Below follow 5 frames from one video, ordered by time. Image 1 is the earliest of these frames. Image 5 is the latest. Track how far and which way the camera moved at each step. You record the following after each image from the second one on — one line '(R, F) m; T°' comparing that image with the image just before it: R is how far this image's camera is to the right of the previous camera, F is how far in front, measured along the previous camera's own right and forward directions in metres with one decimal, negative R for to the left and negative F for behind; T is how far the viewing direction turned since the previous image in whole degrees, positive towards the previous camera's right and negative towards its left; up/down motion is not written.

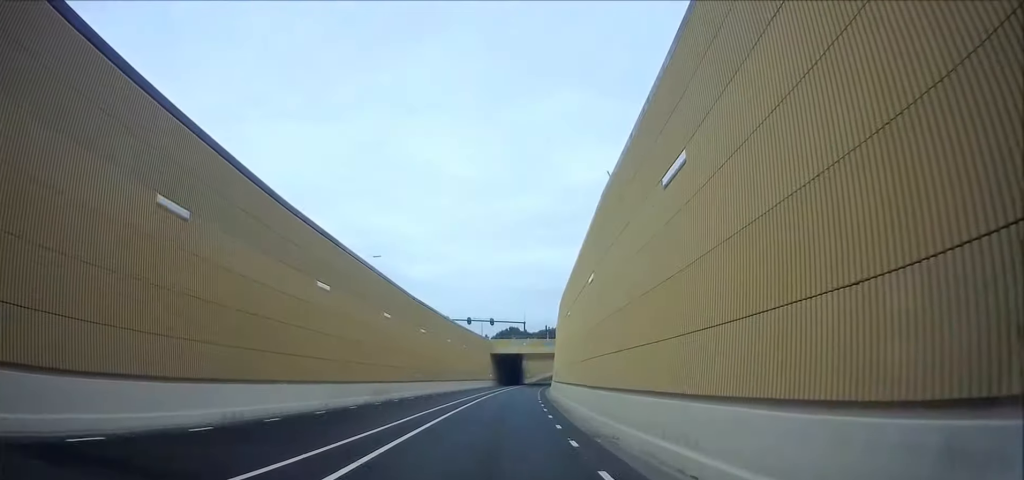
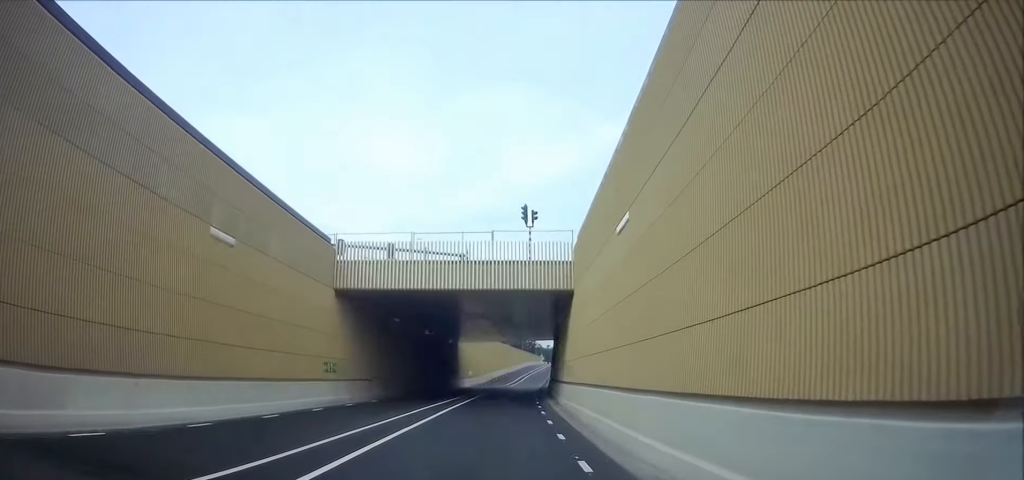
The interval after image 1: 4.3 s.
(+2.5, +66.5) m; +4°
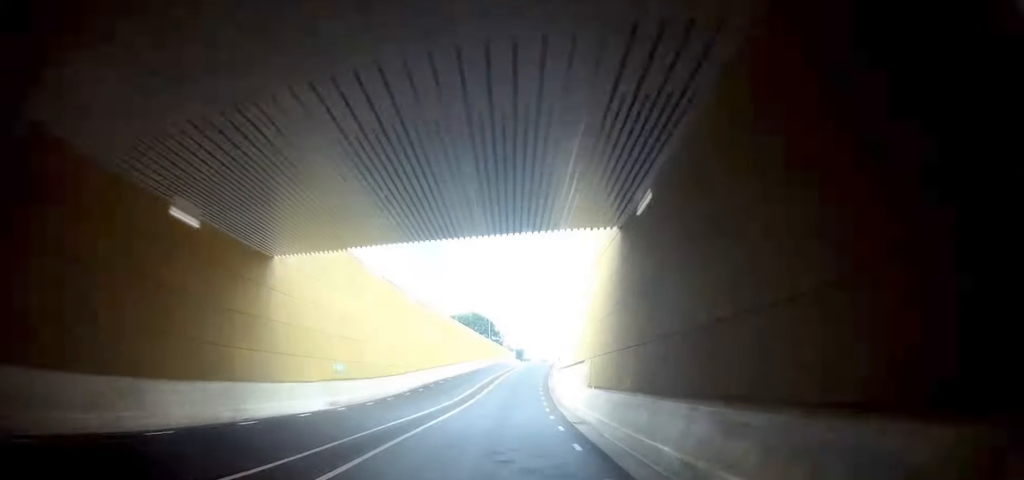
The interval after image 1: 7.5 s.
(+0.6, +48.7) m; +1°
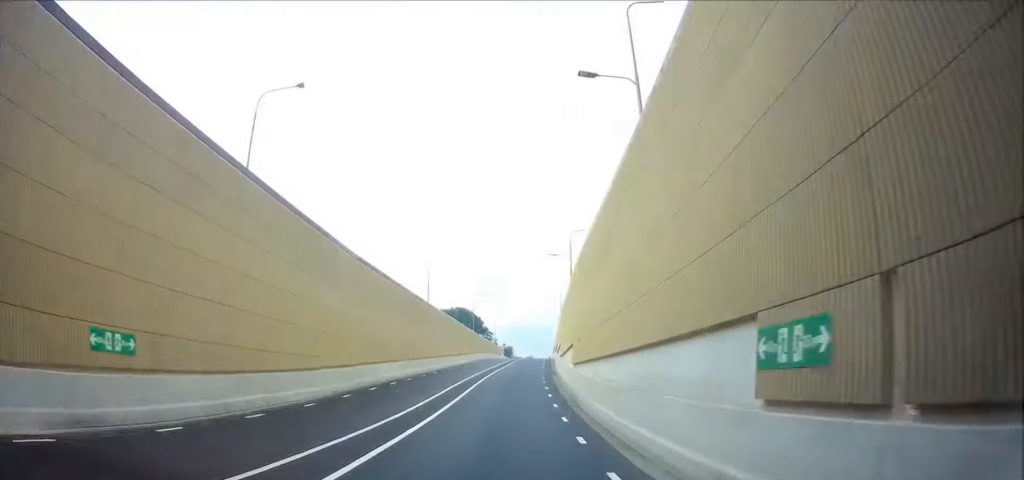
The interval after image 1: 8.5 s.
(-0.3, +15.0) m; 0°
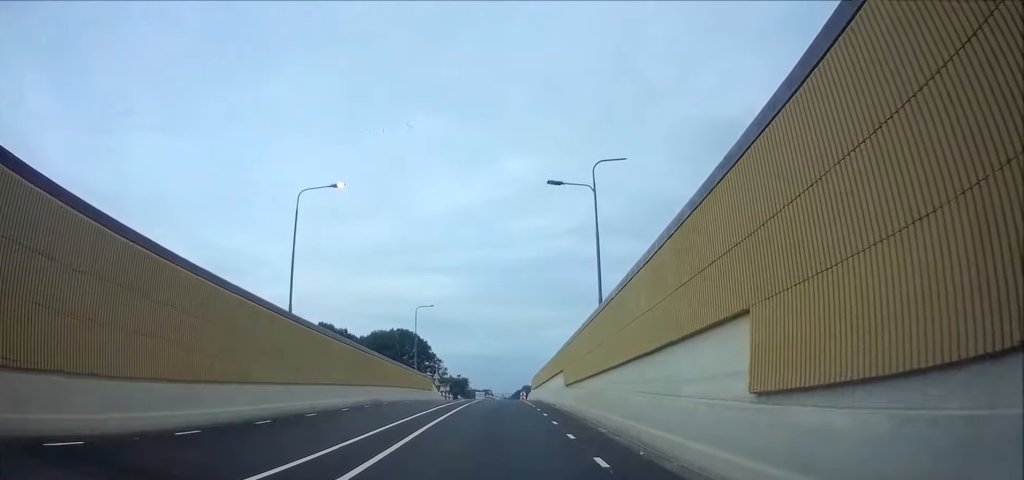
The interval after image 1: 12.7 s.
(-0.1, +61.7) m; 0°
